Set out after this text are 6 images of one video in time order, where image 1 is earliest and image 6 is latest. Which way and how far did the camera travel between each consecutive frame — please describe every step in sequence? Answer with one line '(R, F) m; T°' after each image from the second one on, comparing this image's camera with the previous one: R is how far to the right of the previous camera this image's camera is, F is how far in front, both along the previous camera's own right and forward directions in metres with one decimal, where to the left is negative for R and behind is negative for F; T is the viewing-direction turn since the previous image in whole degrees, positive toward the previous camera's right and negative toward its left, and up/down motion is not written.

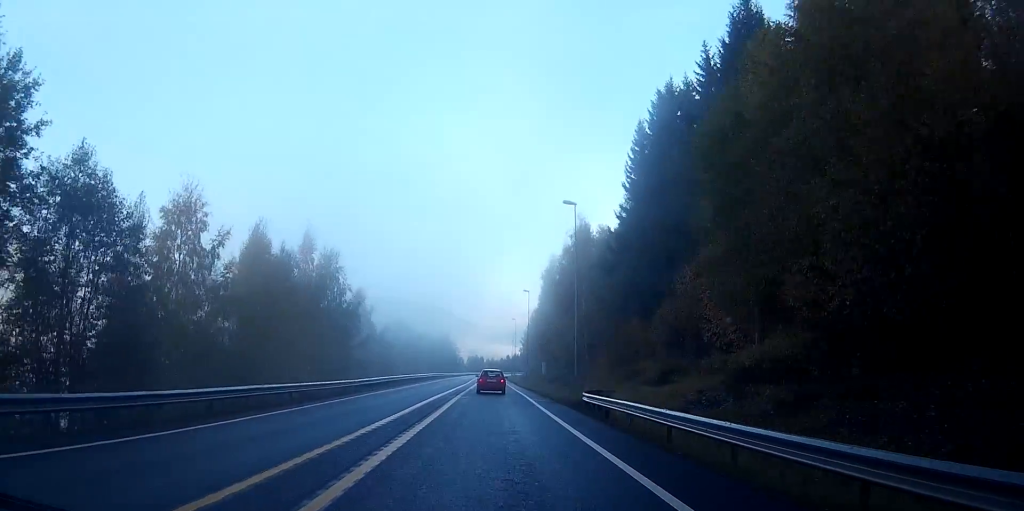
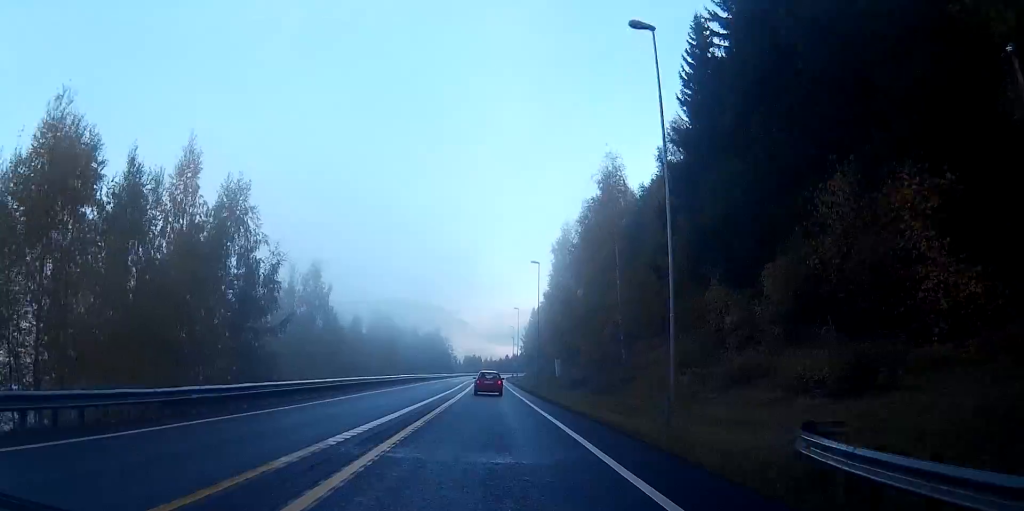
(0.0, +23.8) m; 0°
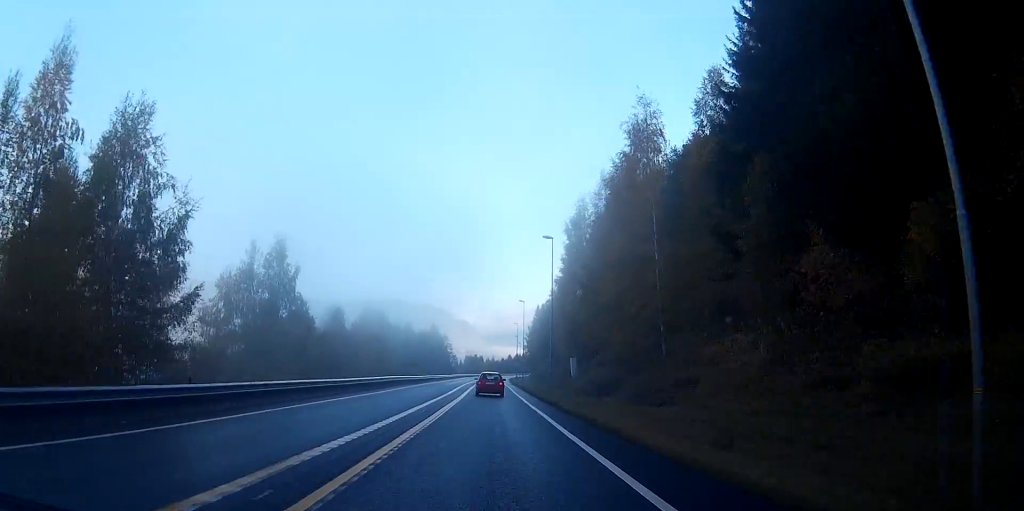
(-0.1, +13.2) m; 0°
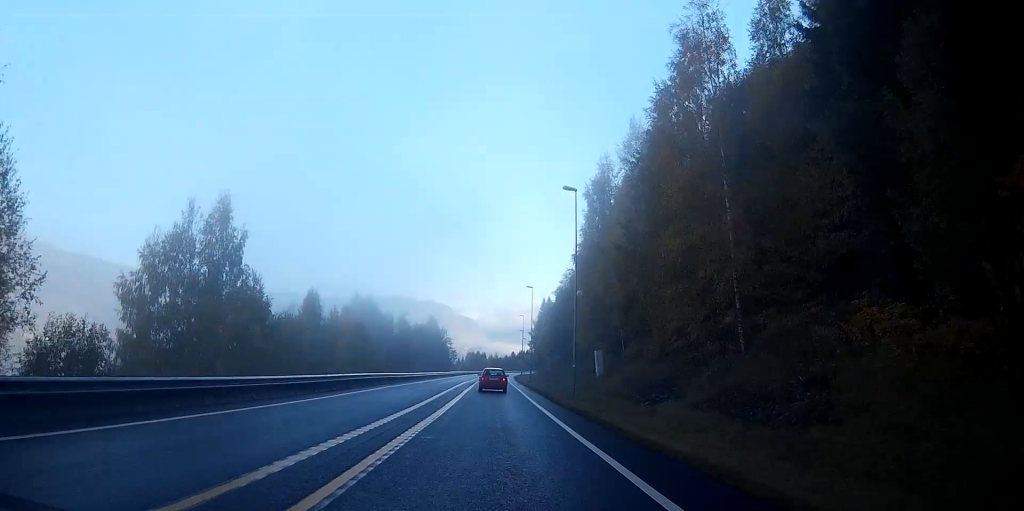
(-0.1, +13.9) m; 0°
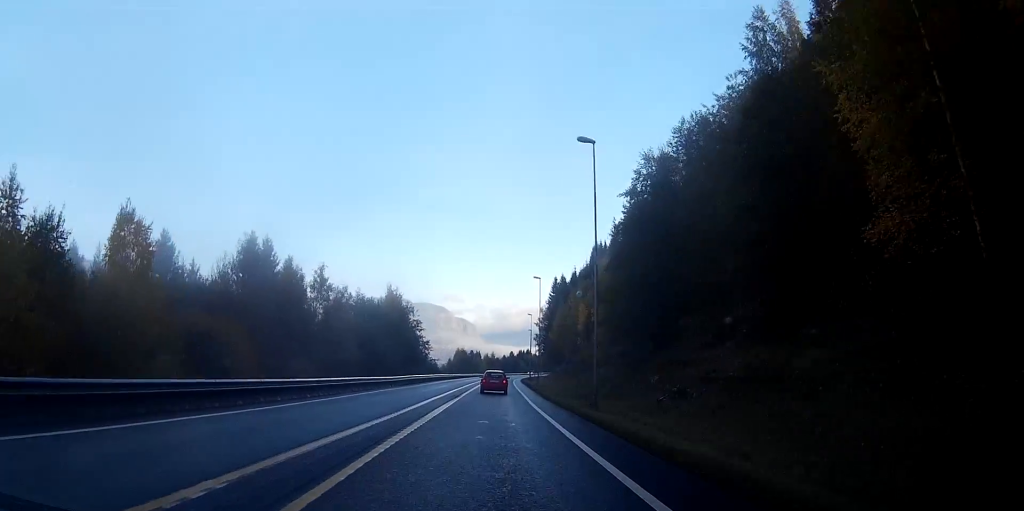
(+0.2, +57.2) m; +2°
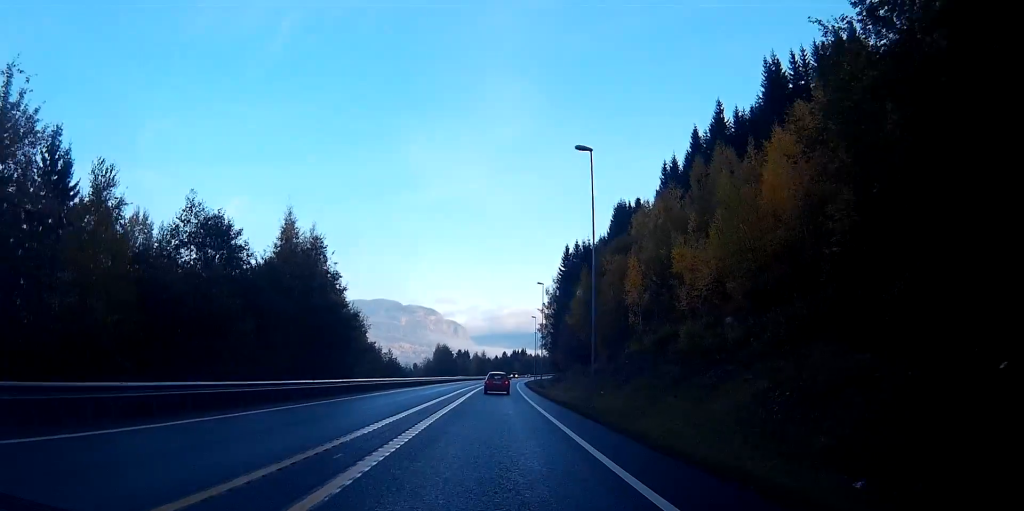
(-0.4, +47.0) m; -1°
